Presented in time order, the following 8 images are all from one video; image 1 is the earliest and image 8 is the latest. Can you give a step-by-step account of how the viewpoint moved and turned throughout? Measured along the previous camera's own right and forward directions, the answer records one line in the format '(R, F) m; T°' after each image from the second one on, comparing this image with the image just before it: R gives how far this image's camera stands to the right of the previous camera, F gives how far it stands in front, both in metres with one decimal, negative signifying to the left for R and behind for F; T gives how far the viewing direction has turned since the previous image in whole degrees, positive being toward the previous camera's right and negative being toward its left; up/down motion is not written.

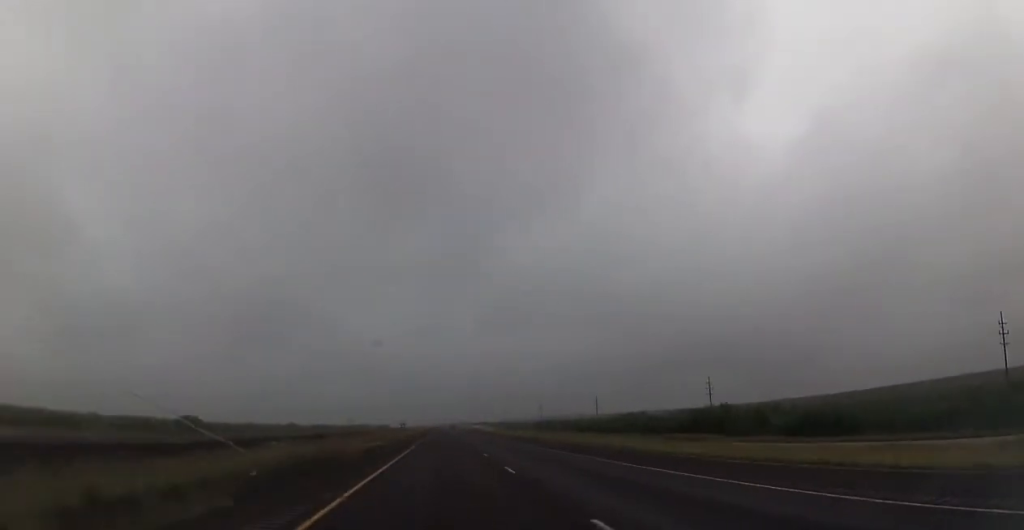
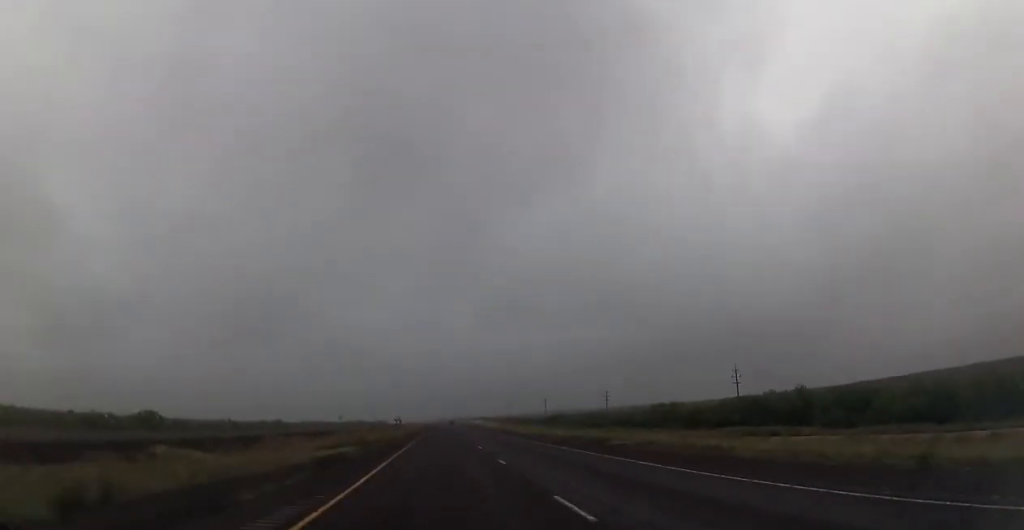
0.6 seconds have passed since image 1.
(+0.1, +21.9) m; 0°
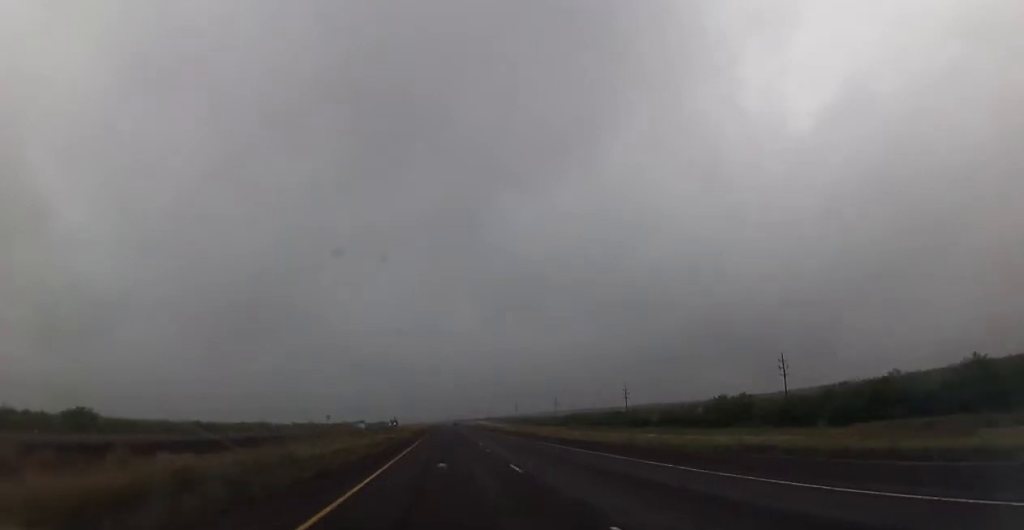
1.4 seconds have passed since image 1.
(-0.1, +28.1) m; +1°
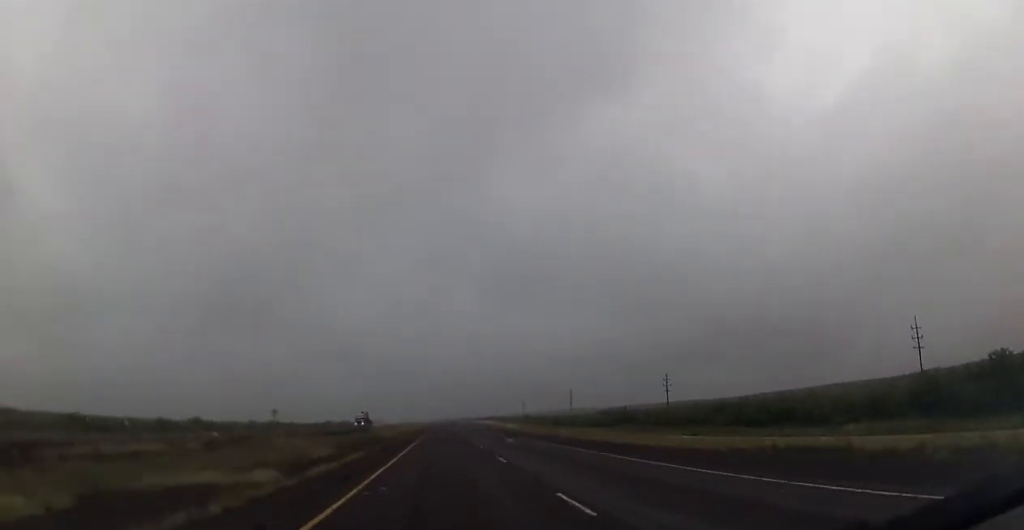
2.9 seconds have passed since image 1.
(+0.2, +57.2) m; 0°
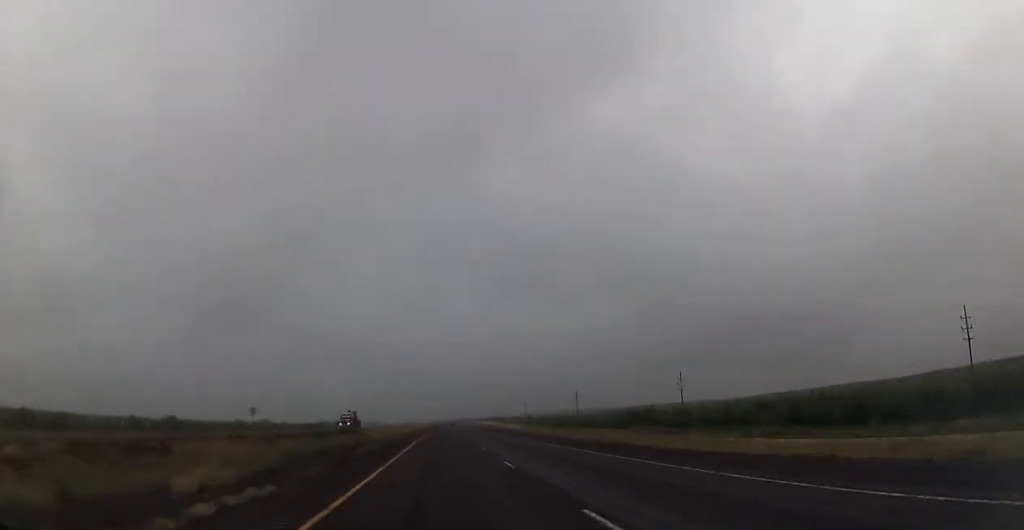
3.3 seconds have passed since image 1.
(-0.1, +14.6) m; 0°
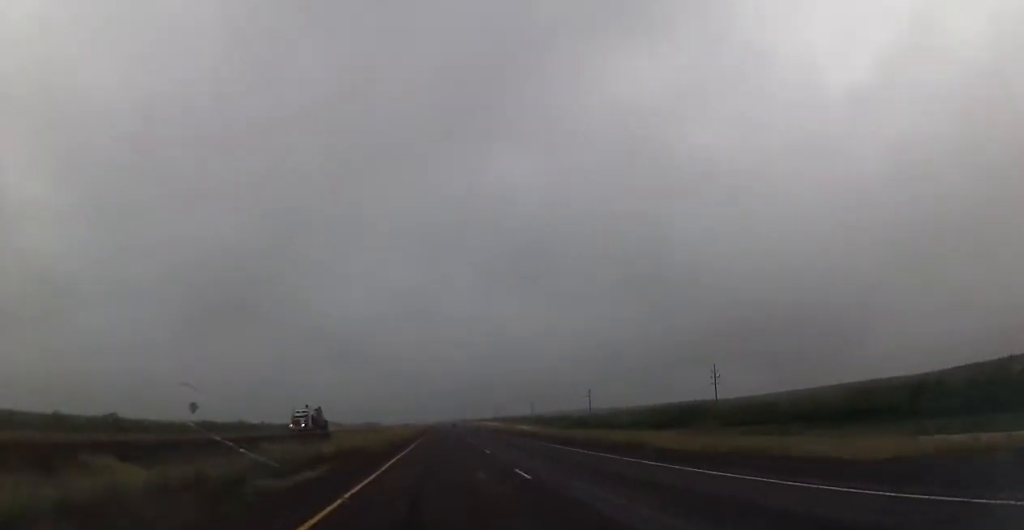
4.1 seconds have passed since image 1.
(0.0, +27.9) m; 0°
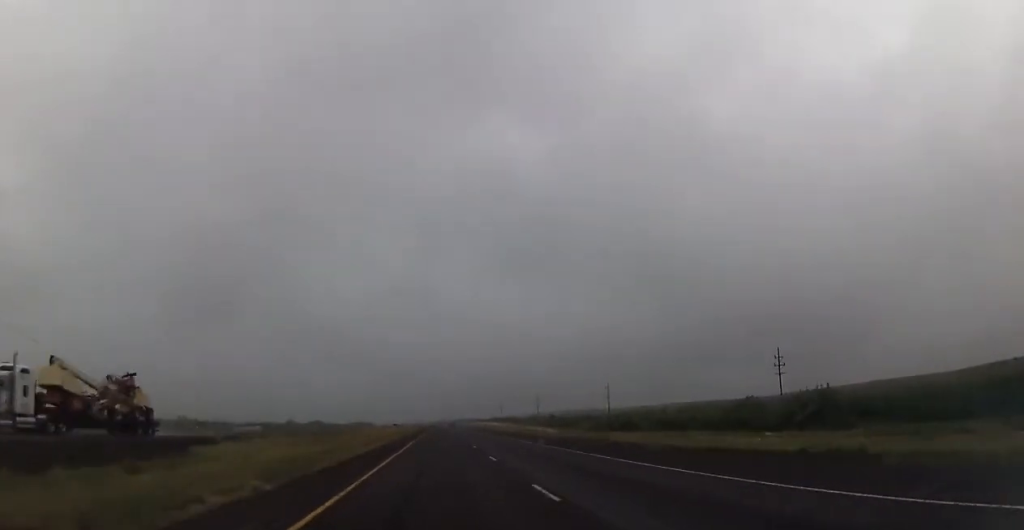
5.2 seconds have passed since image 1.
(-0.2, +41.1) m; 0°
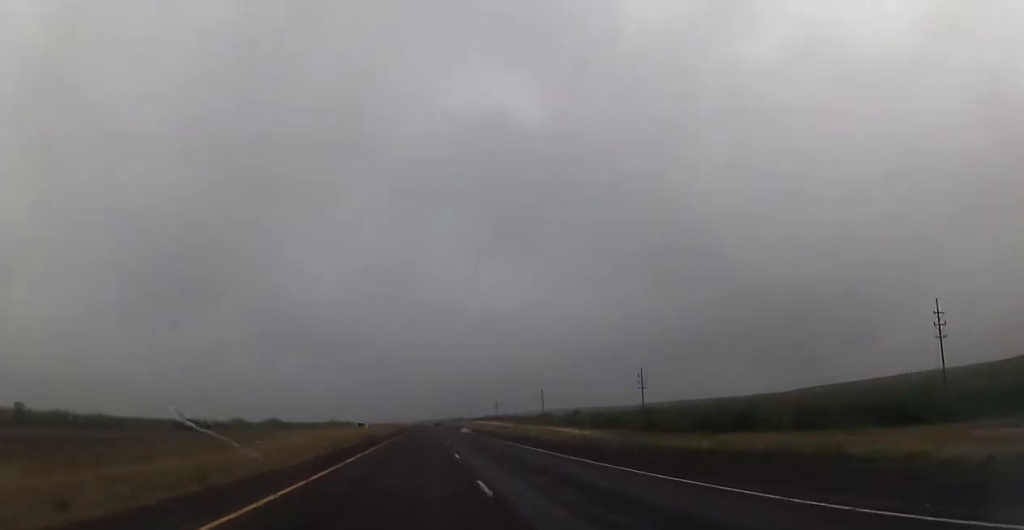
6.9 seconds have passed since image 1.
(+0.6, +60.4) m; 0°
